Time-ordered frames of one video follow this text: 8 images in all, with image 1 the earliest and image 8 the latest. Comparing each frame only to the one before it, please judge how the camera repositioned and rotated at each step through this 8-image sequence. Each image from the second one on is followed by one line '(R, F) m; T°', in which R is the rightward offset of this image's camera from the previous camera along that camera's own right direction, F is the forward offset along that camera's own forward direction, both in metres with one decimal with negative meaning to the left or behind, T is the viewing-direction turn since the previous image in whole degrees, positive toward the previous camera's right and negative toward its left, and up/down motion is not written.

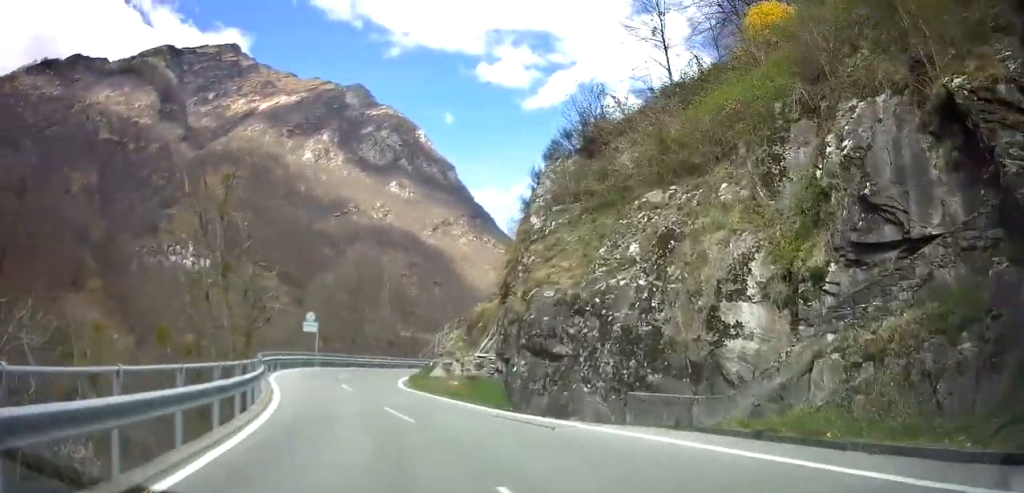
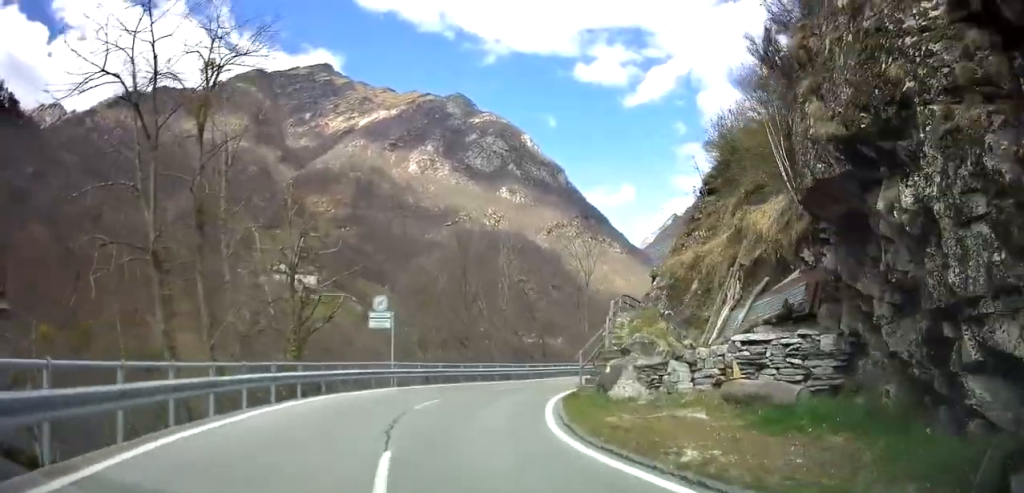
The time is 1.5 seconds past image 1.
(-0.9, +17.6) m; -5°
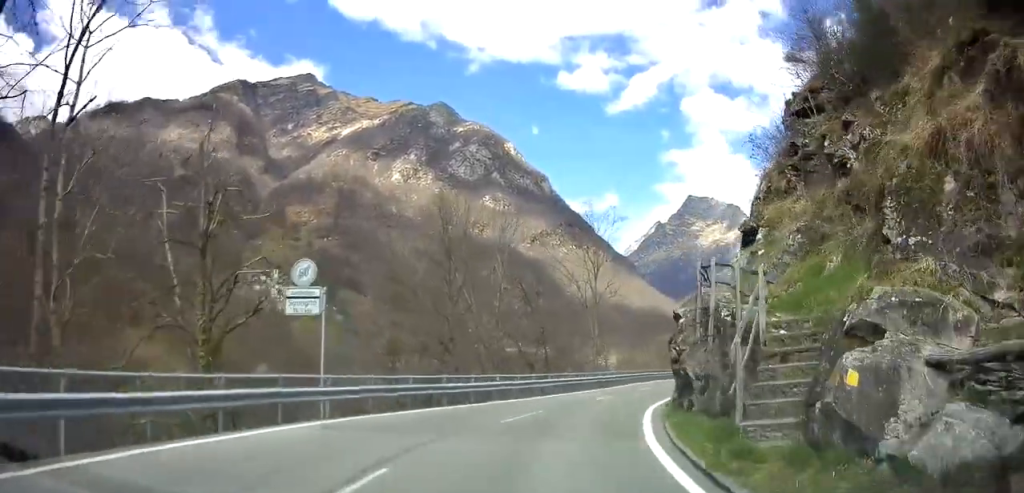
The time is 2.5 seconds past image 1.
(-0.2, +11.6) m; -1°
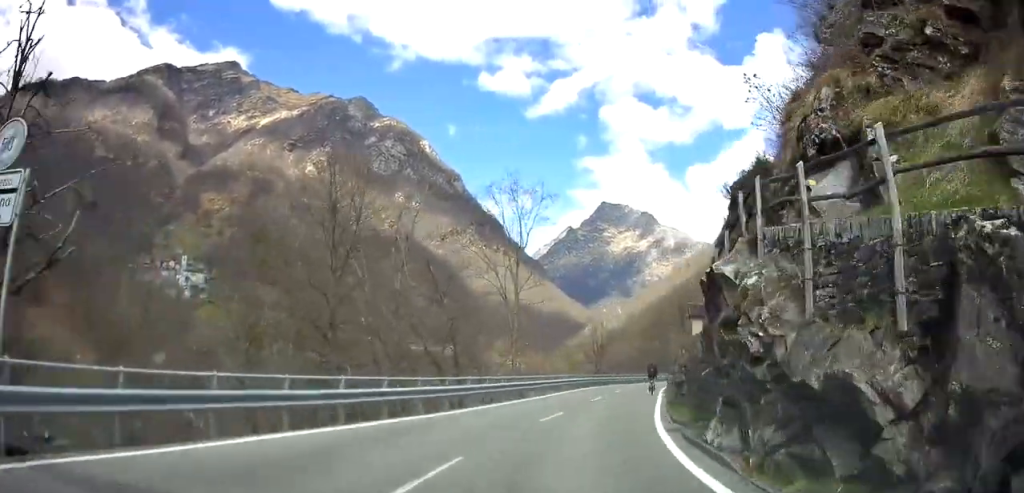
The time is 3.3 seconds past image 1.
(0.0, +8.9) m; +2°
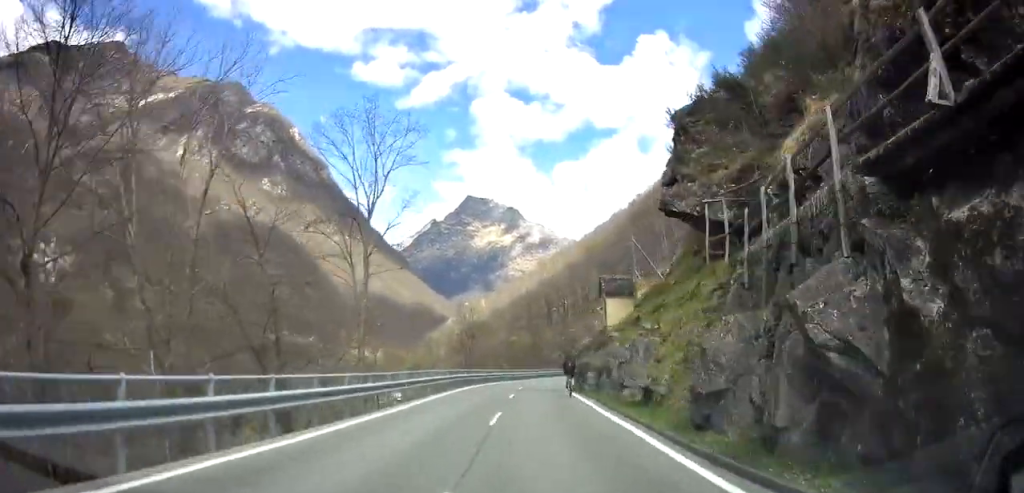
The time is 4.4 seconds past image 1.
(+0.5, +11.7) m; +8°
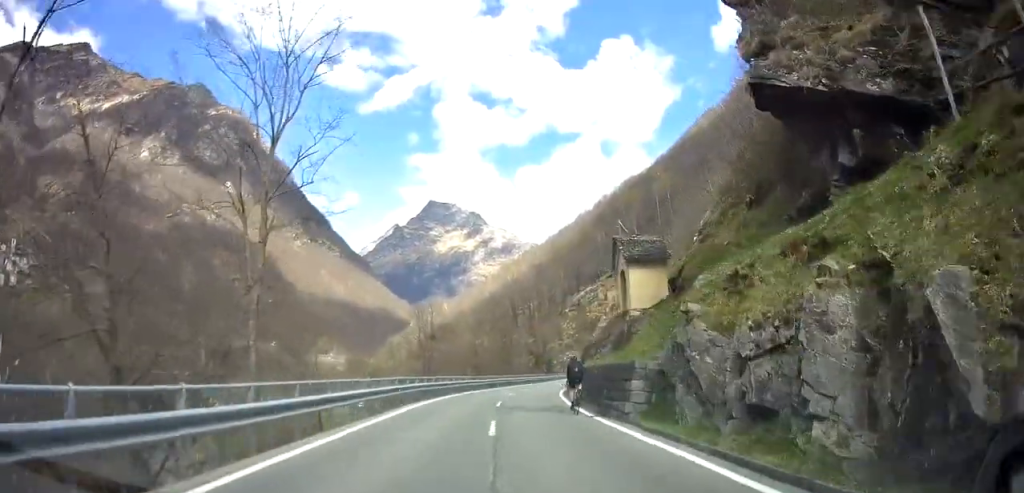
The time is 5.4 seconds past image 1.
(+1.0, +10.6) m; +9°
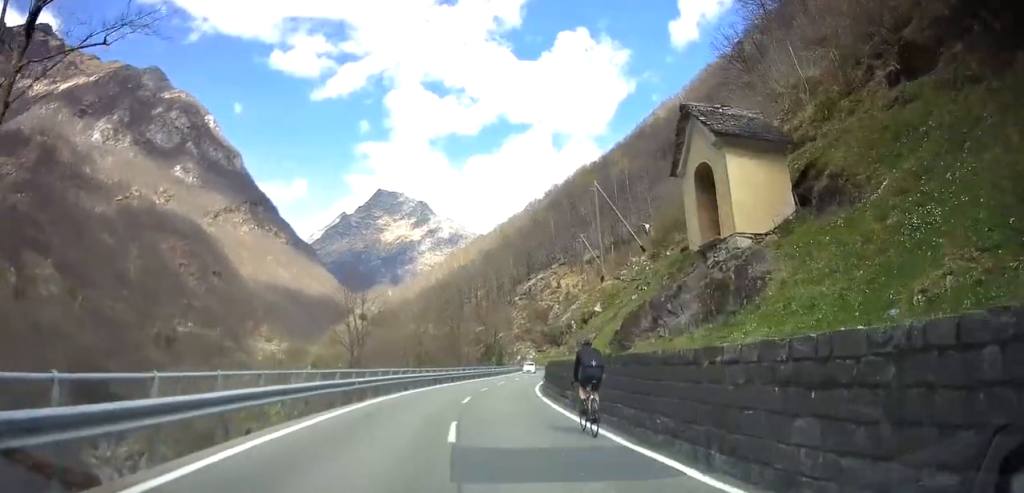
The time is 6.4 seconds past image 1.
(+0.6, +10.4) m; +7°
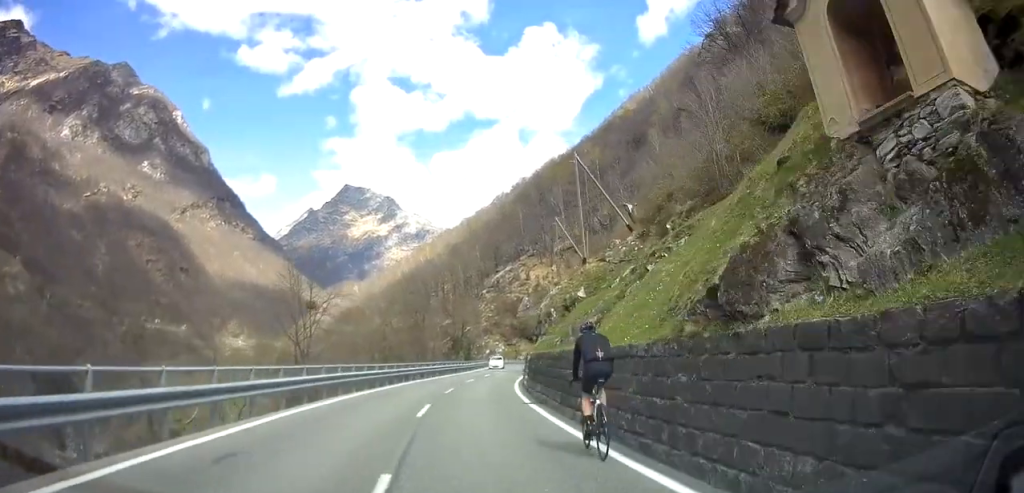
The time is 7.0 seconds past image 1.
(+0.5, +6.4) m; +2°
